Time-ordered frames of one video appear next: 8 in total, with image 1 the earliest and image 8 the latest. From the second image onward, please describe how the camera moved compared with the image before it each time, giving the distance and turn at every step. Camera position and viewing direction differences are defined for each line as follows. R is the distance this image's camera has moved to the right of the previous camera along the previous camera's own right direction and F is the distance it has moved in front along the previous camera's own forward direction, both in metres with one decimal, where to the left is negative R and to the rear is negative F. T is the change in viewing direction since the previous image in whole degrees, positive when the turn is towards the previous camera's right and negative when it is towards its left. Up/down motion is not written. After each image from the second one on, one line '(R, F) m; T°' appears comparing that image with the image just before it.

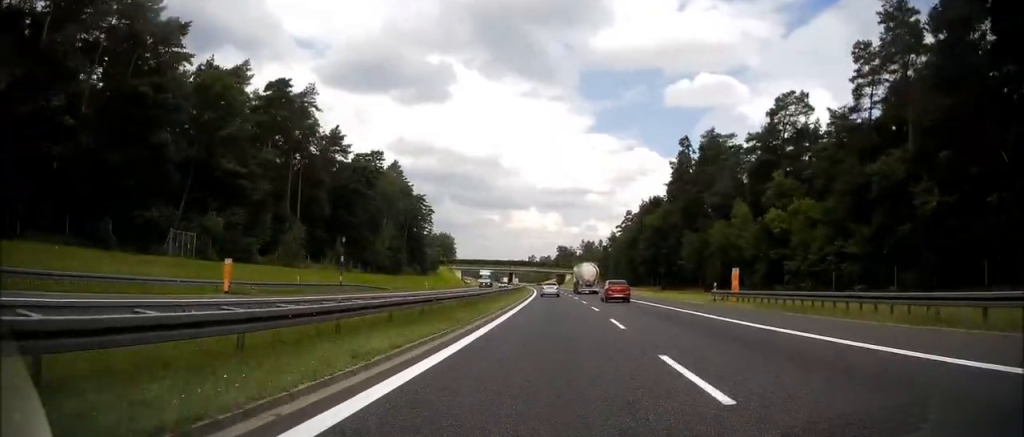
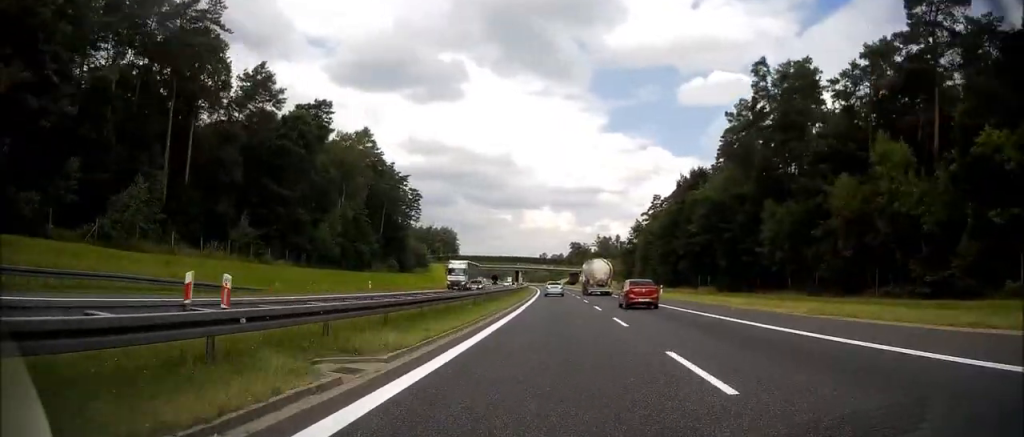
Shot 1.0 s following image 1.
(-0.2, +33.0) m; -1°
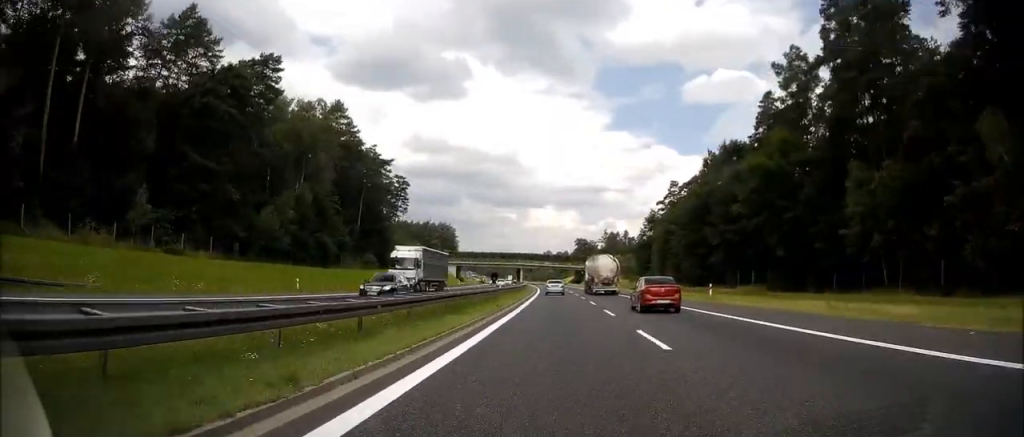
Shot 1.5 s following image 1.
(0.0, +18.2) m; -1°
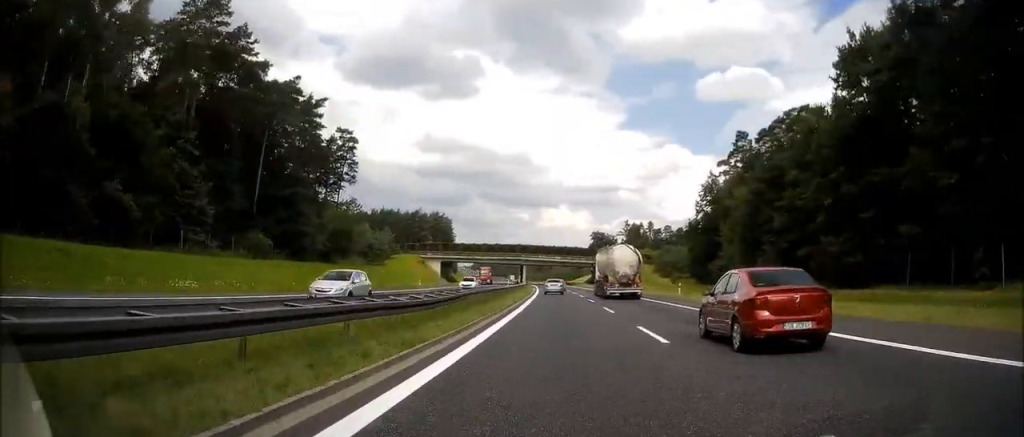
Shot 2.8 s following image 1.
(-0.9, +45.5) m; -2°
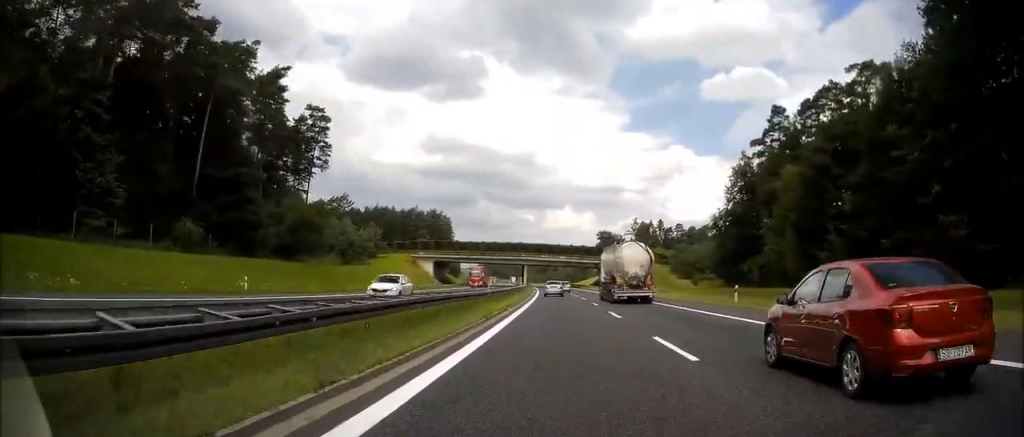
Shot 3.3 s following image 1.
(0.0, +14.7) m; 0°
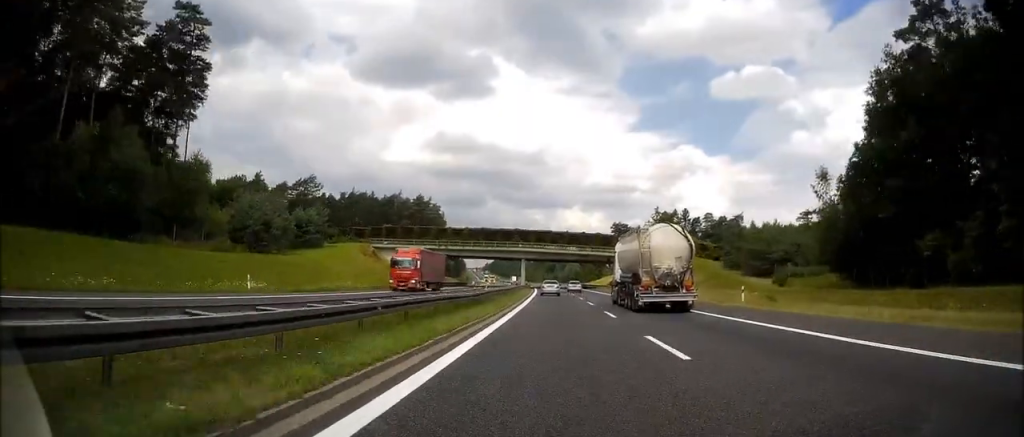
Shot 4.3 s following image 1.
(-0.1, +36.2) m; -1°
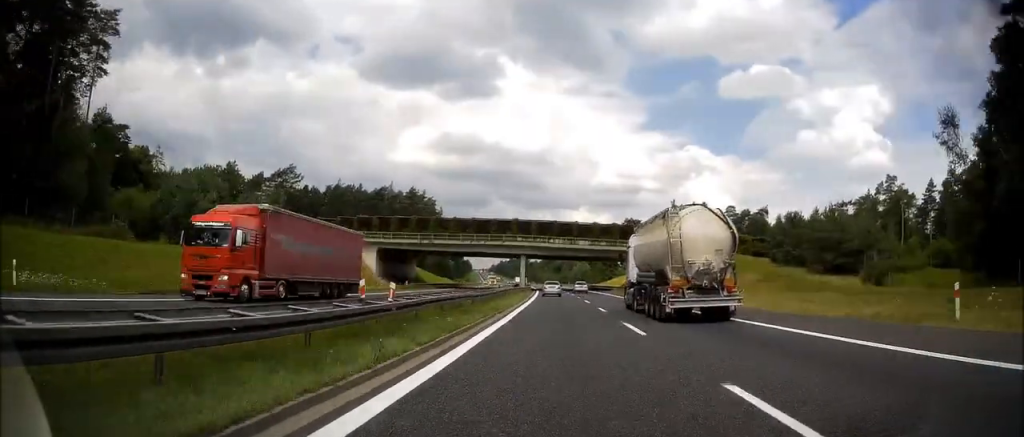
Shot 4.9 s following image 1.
(+0.1, +19.3) m; -1°
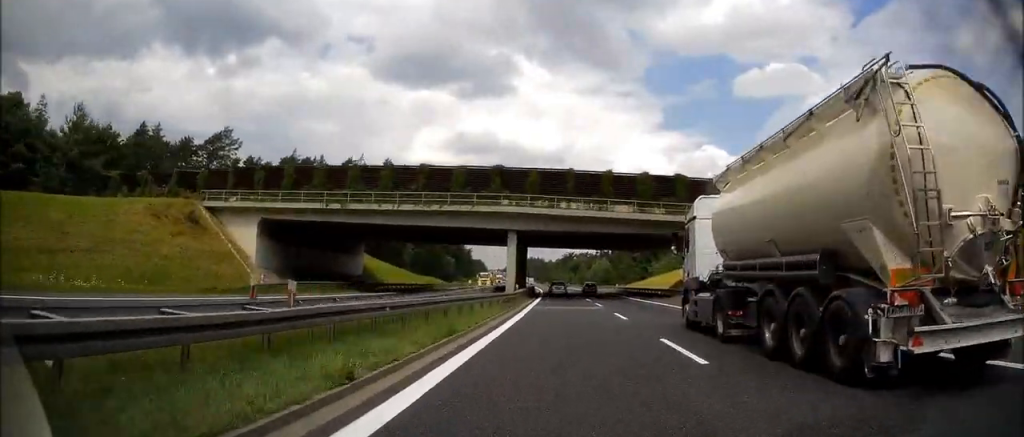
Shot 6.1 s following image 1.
(-0.7, +41.9) m; -1°
